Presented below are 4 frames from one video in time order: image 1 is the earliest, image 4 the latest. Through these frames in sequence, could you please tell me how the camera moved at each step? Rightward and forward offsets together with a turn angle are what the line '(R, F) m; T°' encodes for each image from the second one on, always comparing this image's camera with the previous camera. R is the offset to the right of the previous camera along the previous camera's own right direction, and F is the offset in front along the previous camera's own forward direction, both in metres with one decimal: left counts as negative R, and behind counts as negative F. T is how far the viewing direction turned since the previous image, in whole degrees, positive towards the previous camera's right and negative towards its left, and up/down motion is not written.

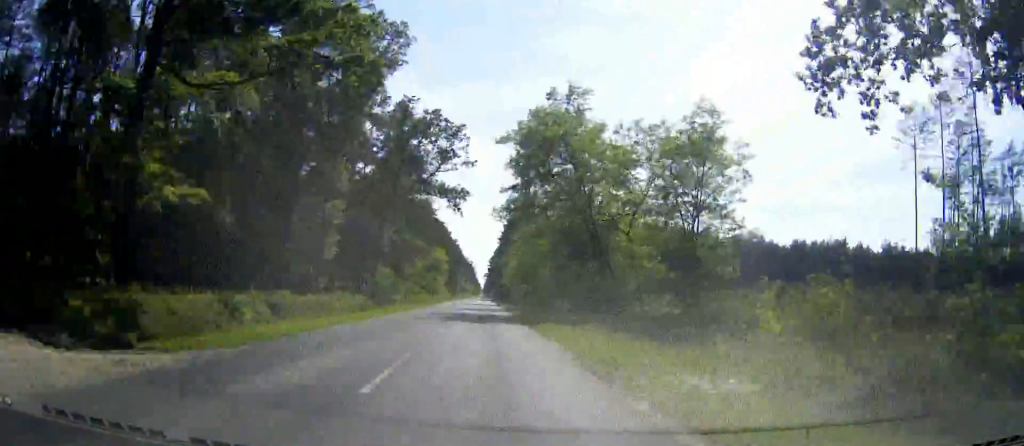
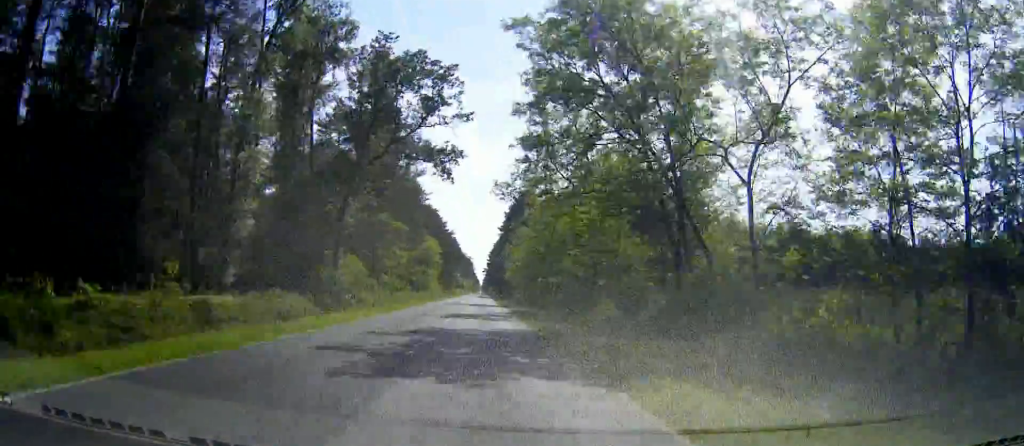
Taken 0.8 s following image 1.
(+1.4, +19.5) m; +5°
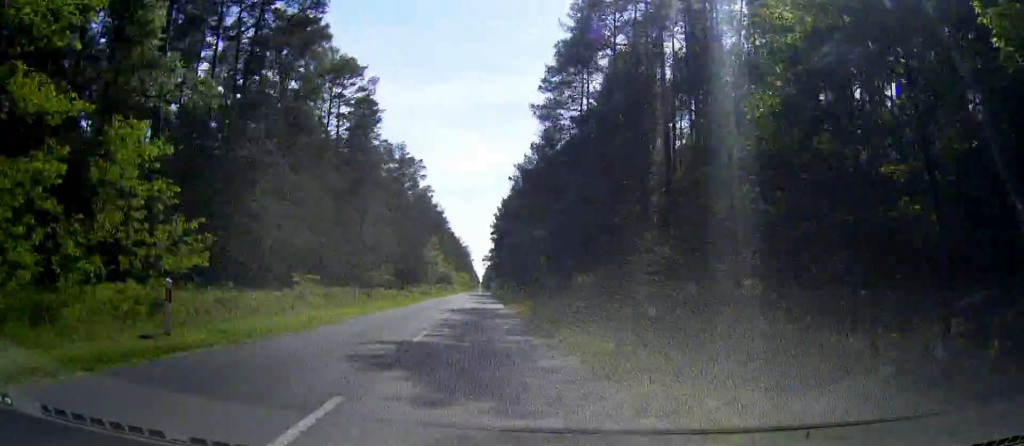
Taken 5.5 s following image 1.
(+2.7, +121.2) m; +1°
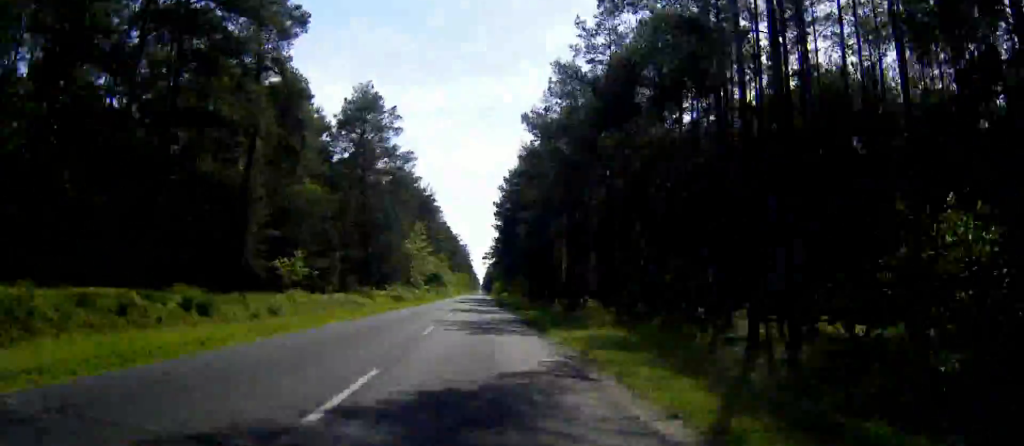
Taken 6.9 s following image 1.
(0.0, +33.8) m; 0°
